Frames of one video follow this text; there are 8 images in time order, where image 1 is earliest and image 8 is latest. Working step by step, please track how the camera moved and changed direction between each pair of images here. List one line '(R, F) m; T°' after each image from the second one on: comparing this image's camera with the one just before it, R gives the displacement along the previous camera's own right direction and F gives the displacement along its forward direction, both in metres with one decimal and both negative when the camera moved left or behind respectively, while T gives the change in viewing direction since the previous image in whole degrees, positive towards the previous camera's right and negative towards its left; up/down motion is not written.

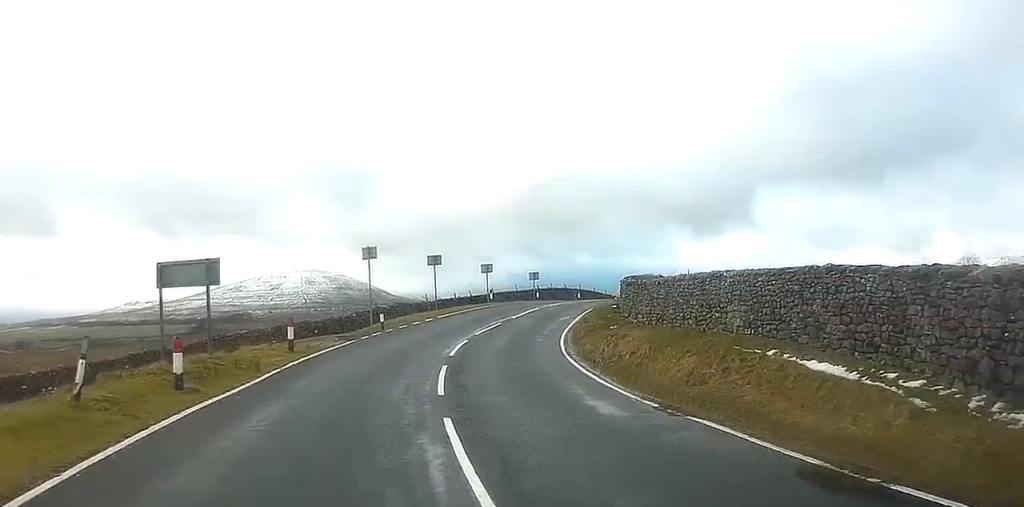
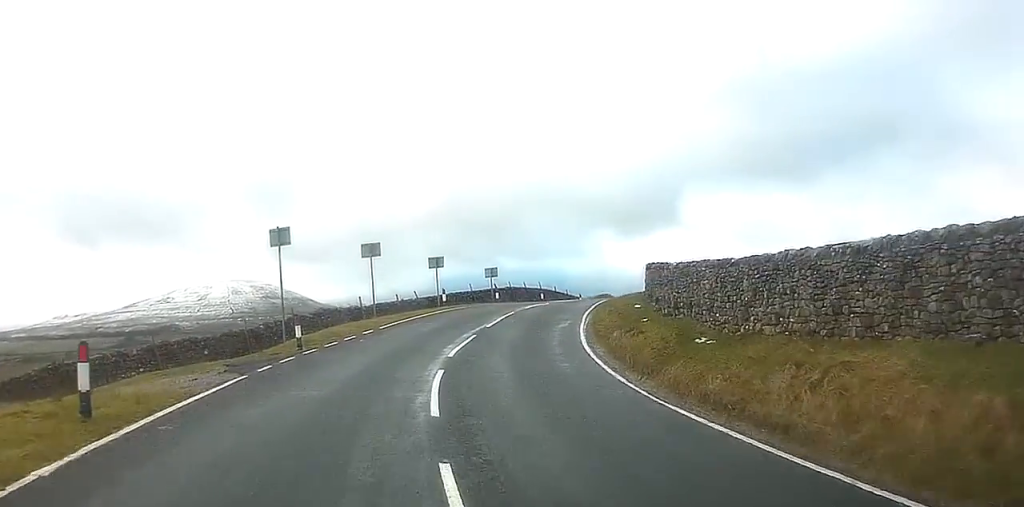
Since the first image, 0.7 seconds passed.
(+0.7, +12.9) m; +4°
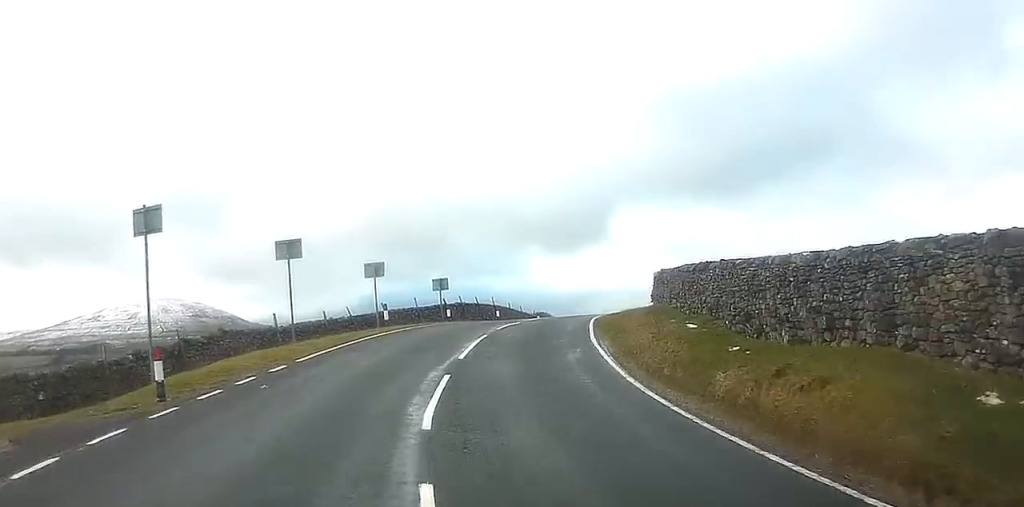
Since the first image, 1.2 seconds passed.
(+0.2, +9.9) m; +3°
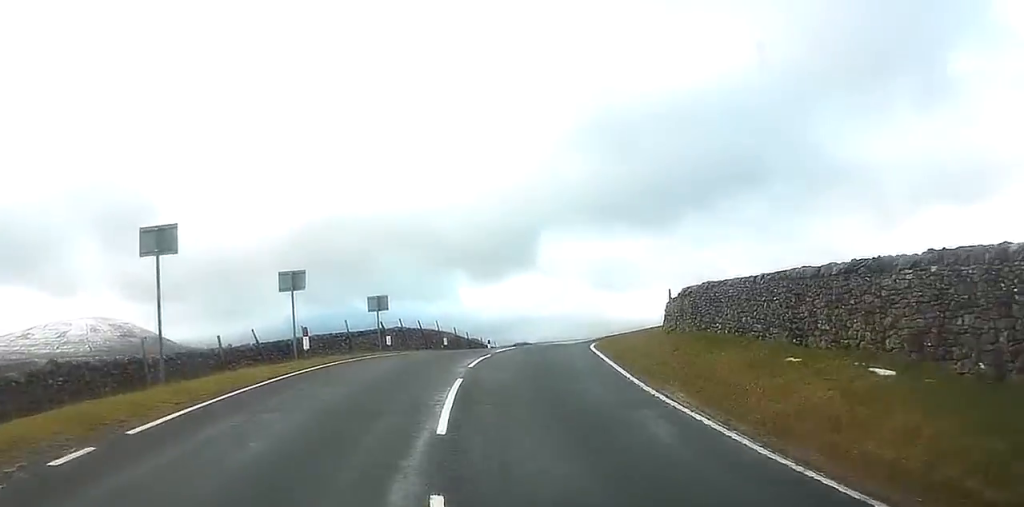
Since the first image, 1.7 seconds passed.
(+0.3, +9.2) m; +3°
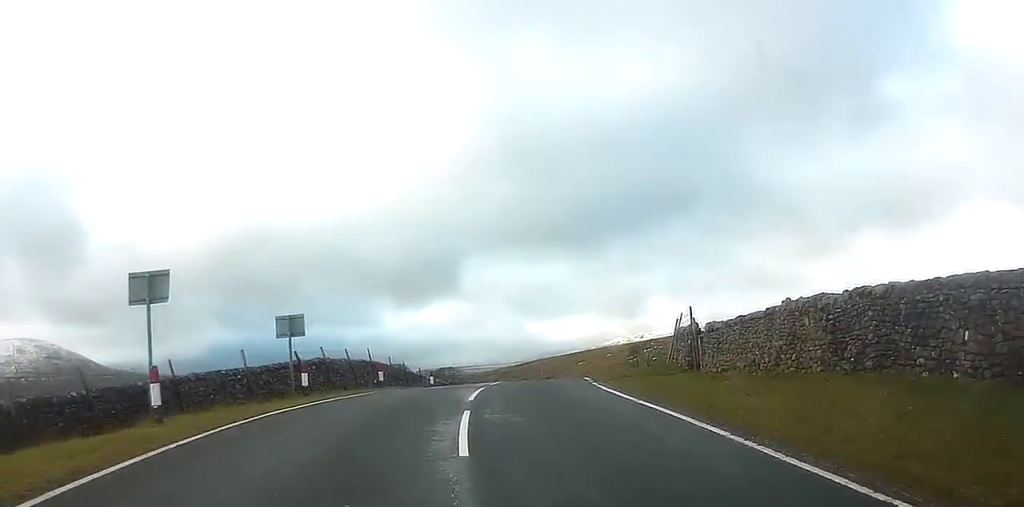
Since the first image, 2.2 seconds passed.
(+0.1, +9.6) m; +4°
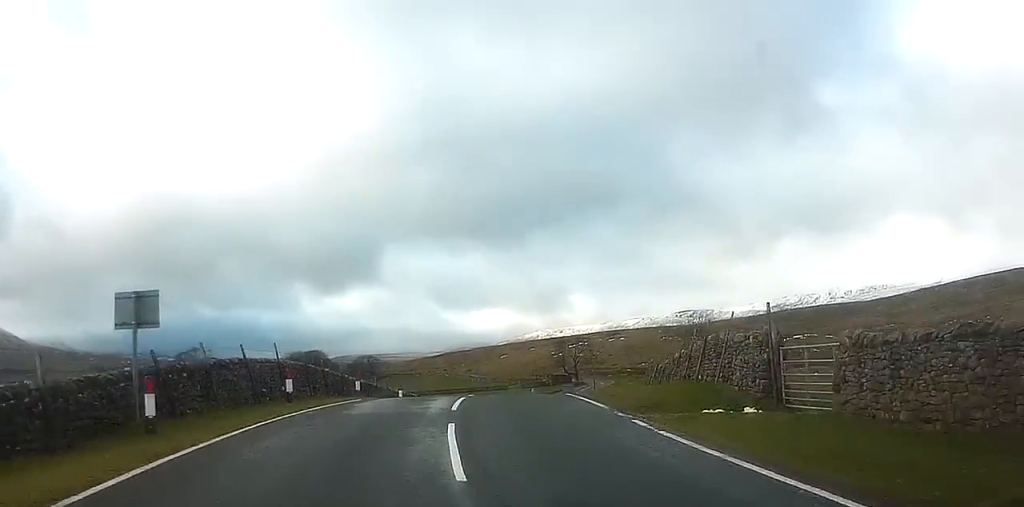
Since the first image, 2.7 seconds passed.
(+0.5, +9.4) m; +4°
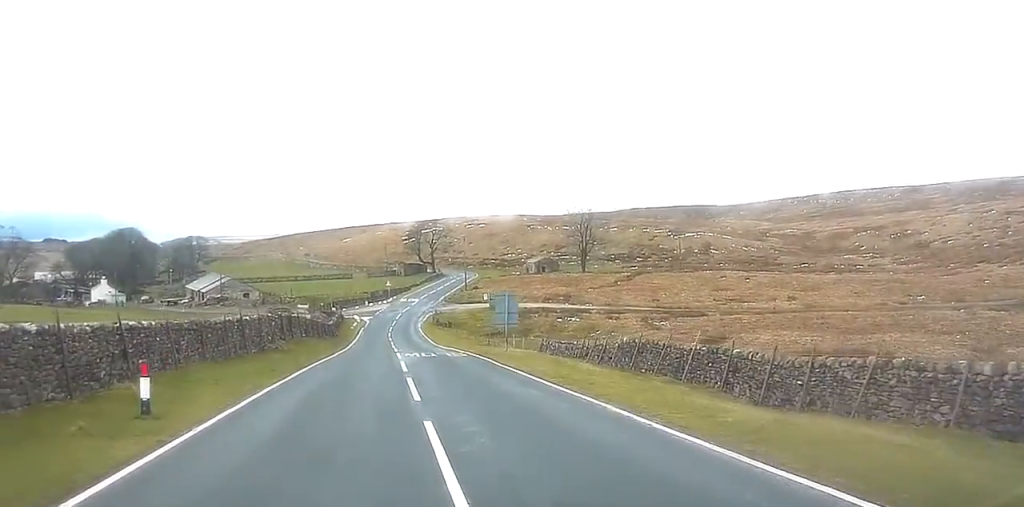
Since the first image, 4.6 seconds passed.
(+5.3, +38.7) m; +15°
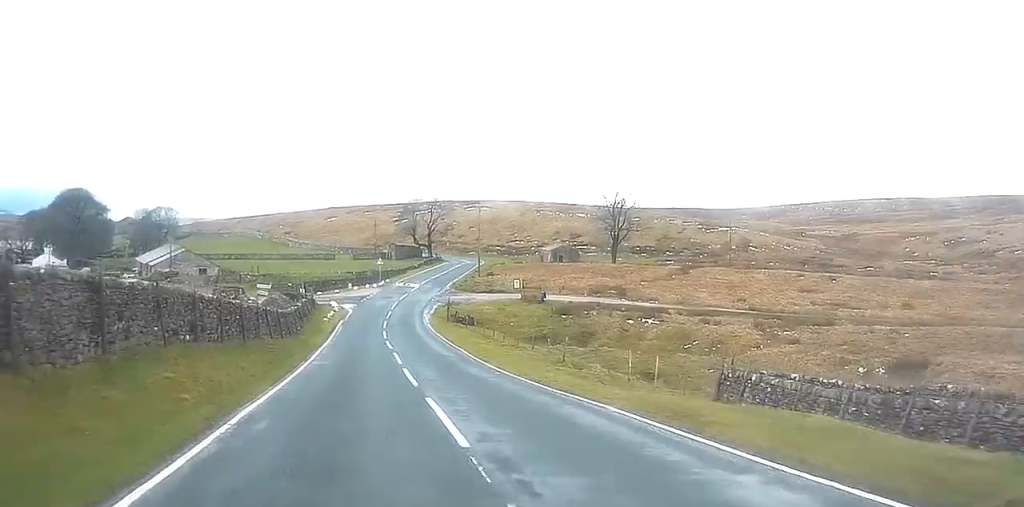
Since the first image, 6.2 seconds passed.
(+2.7, +31.5) m; +7°
